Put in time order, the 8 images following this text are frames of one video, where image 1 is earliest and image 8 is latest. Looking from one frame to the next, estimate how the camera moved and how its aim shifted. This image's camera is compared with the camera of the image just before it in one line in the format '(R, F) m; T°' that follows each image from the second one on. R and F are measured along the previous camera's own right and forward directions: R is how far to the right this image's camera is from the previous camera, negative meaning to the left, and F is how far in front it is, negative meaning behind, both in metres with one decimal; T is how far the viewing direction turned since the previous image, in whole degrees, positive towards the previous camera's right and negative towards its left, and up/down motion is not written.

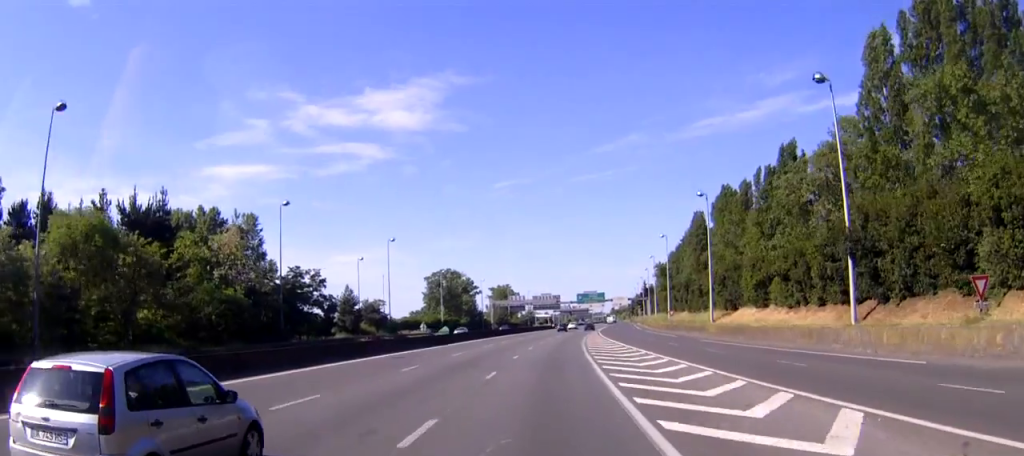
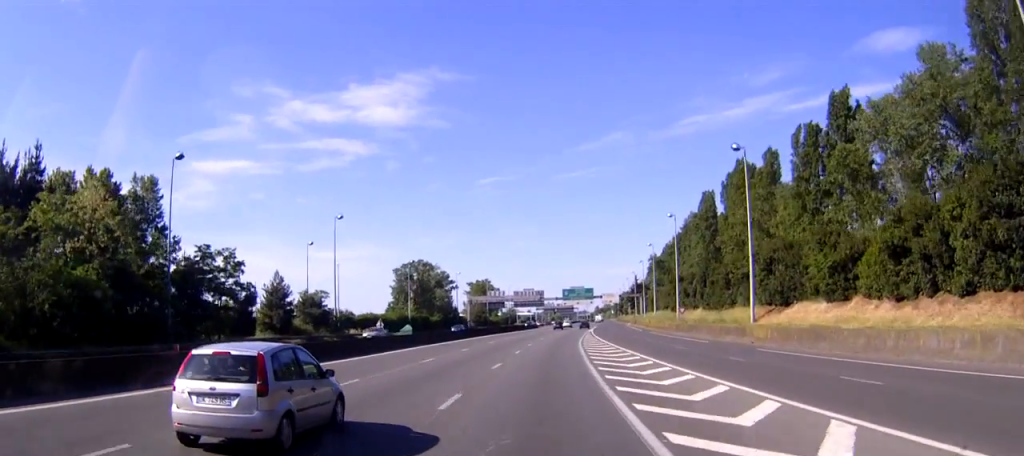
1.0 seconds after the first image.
(0.0, +21.3) m; 0°
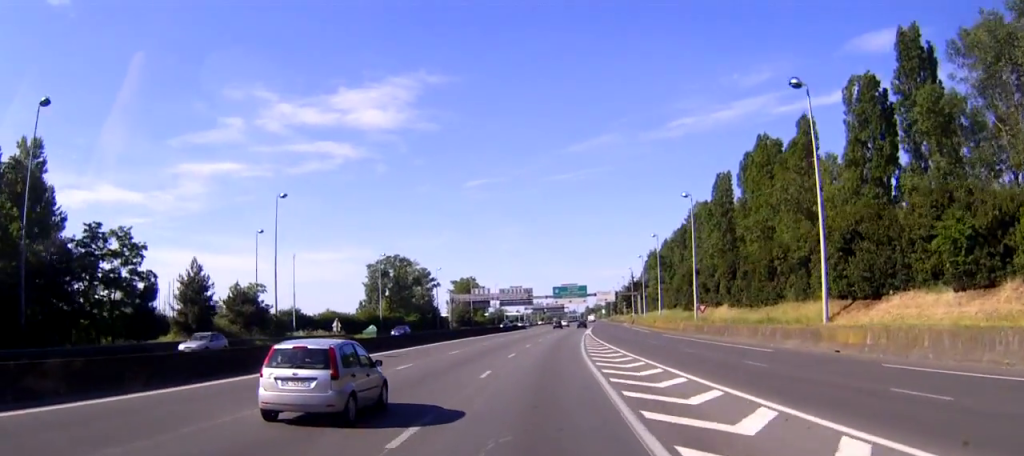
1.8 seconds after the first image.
(0.0, +17.7) m; 0°
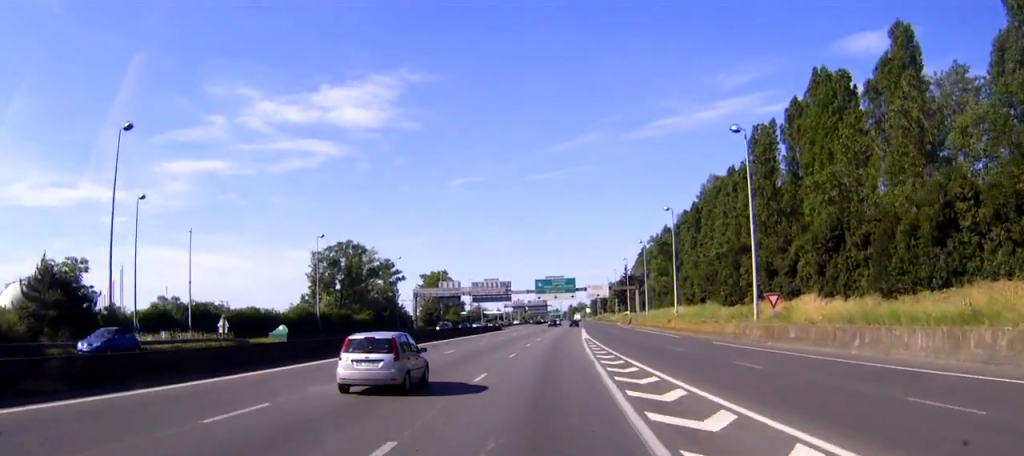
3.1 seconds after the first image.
(+0.5, +28.6) m; +2°
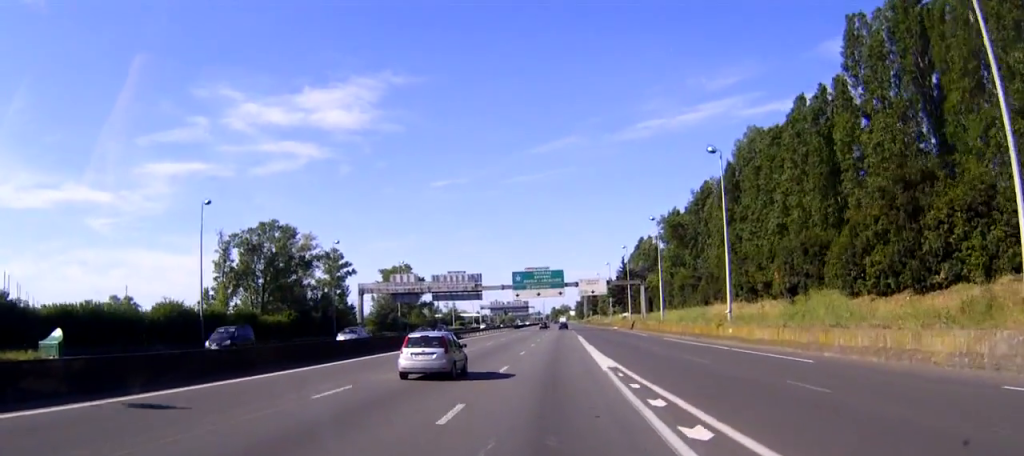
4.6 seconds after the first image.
(+0.7, +33.6) m; +2°
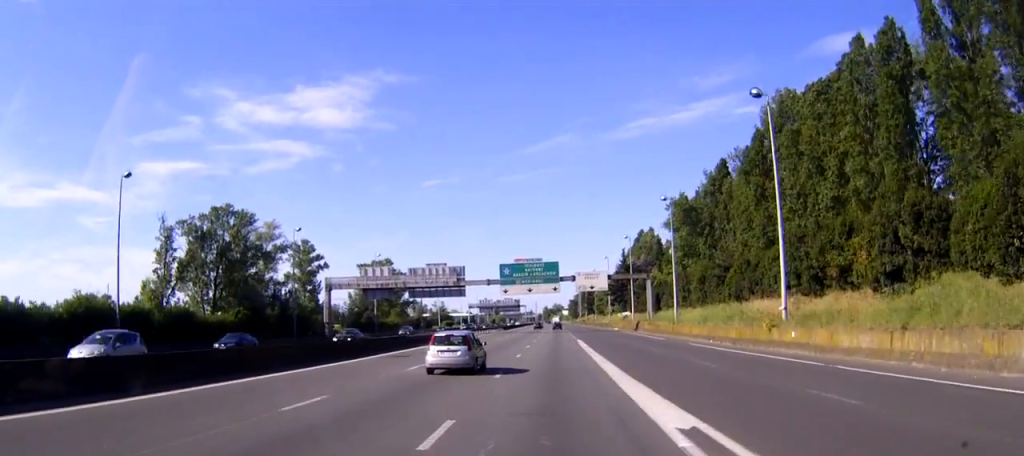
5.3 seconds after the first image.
(+0.1, +15.3) m; +1°
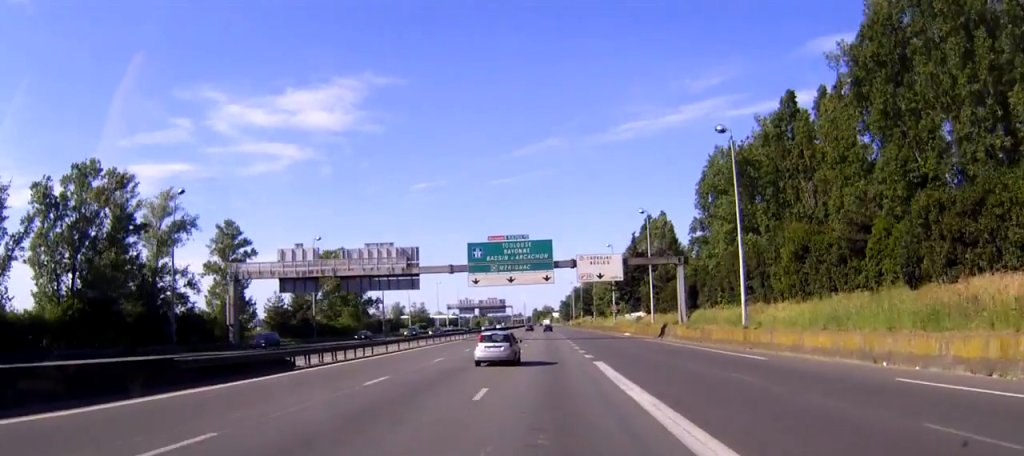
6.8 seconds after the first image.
(+0.3, +32.0) m; +1°
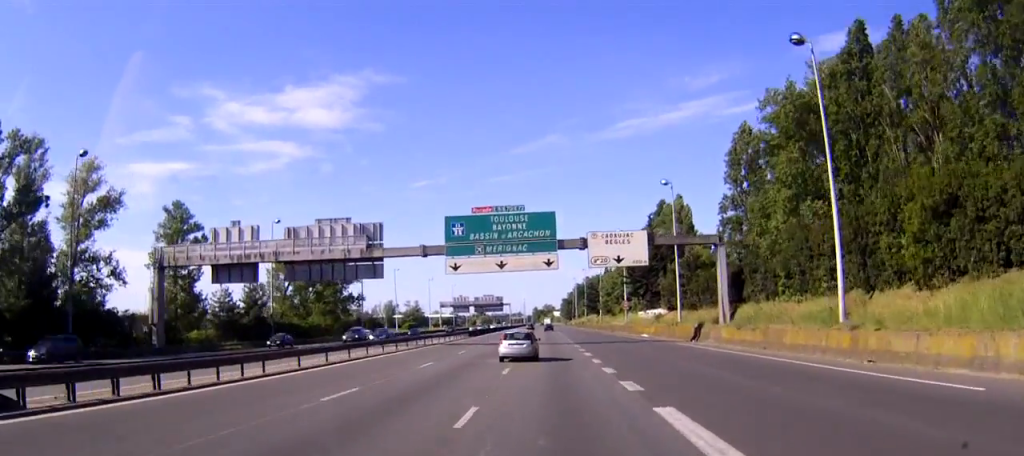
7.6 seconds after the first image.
(0.0, +17.5) m; 0°
